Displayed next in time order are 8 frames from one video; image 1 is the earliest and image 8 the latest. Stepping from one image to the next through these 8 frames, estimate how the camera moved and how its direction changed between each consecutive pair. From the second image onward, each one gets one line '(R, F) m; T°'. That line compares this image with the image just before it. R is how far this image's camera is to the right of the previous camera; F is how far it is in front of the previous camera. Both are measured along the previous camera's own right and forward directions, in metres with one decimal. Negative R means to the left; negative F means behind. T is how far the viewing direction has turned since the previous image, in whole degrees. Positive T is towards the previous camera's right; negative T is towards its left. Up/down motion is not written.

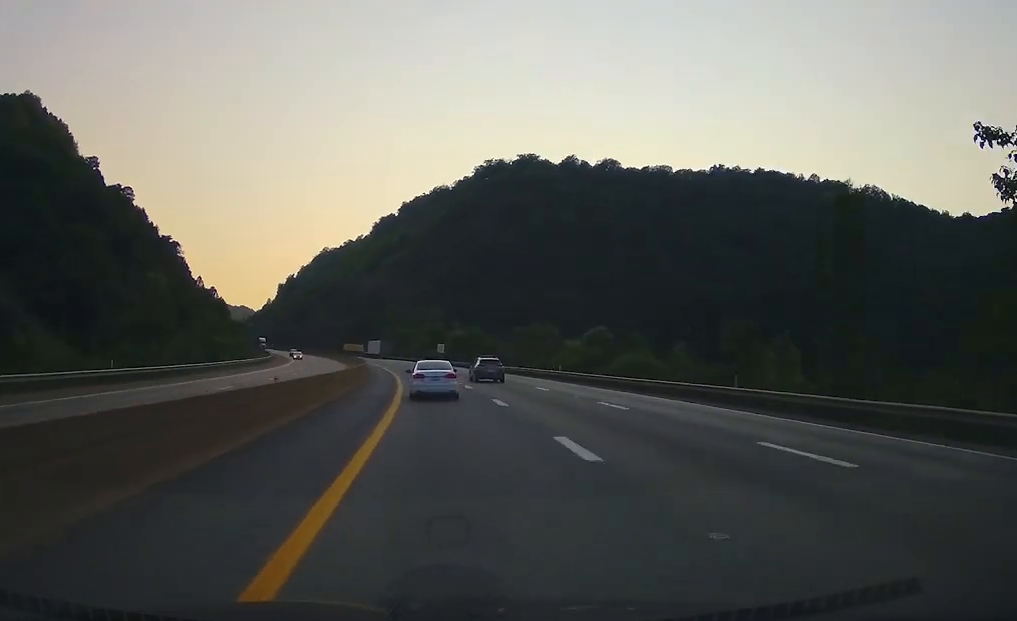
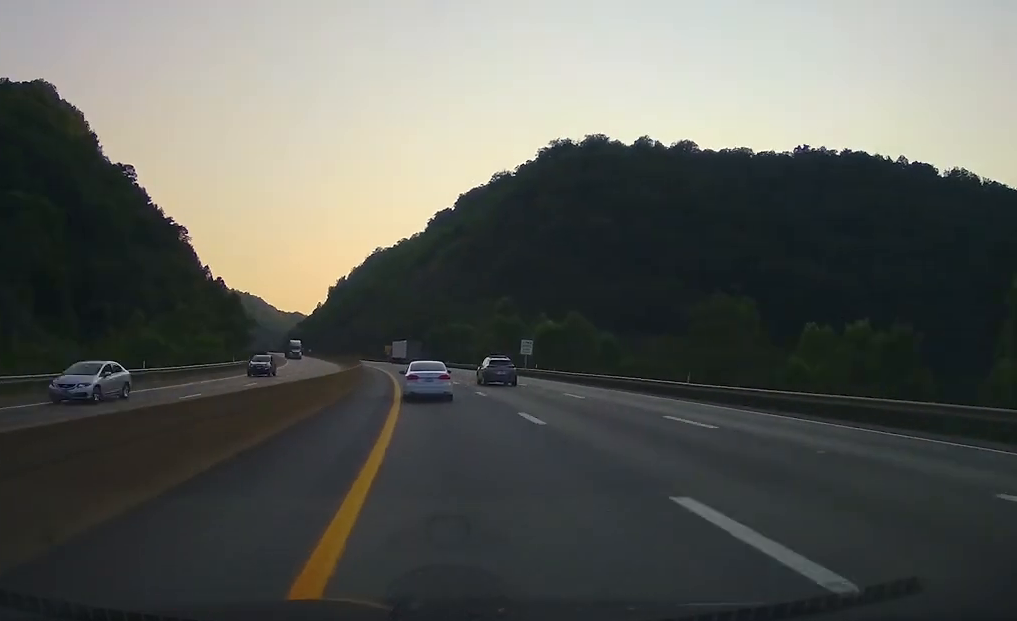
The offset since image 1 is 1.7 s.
(-2.9, +36.9) m; -4°
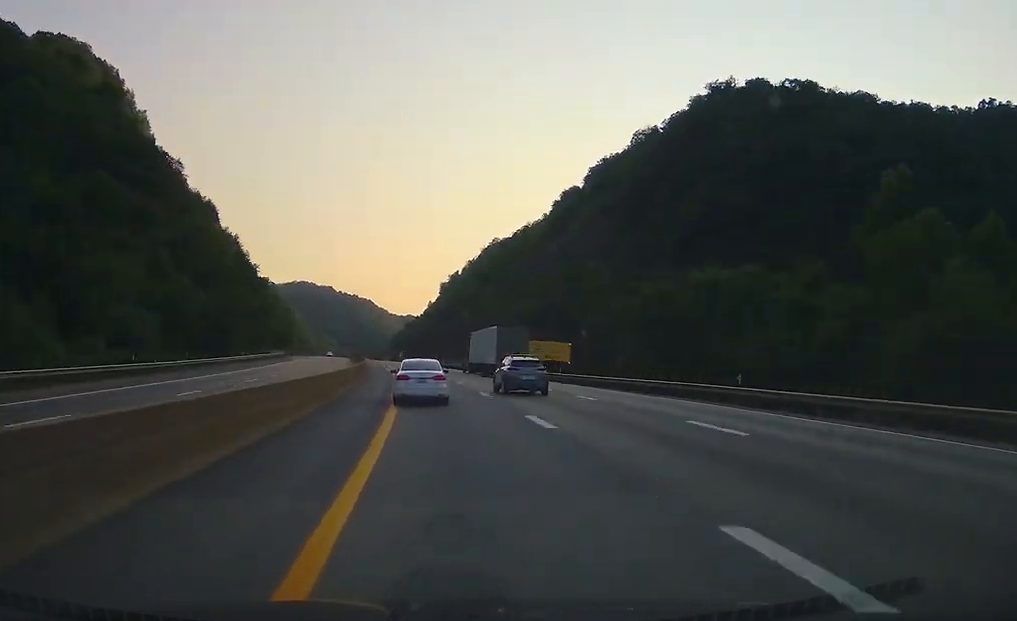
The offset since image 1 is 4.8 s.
(-4.3, +72.5) m; -4°
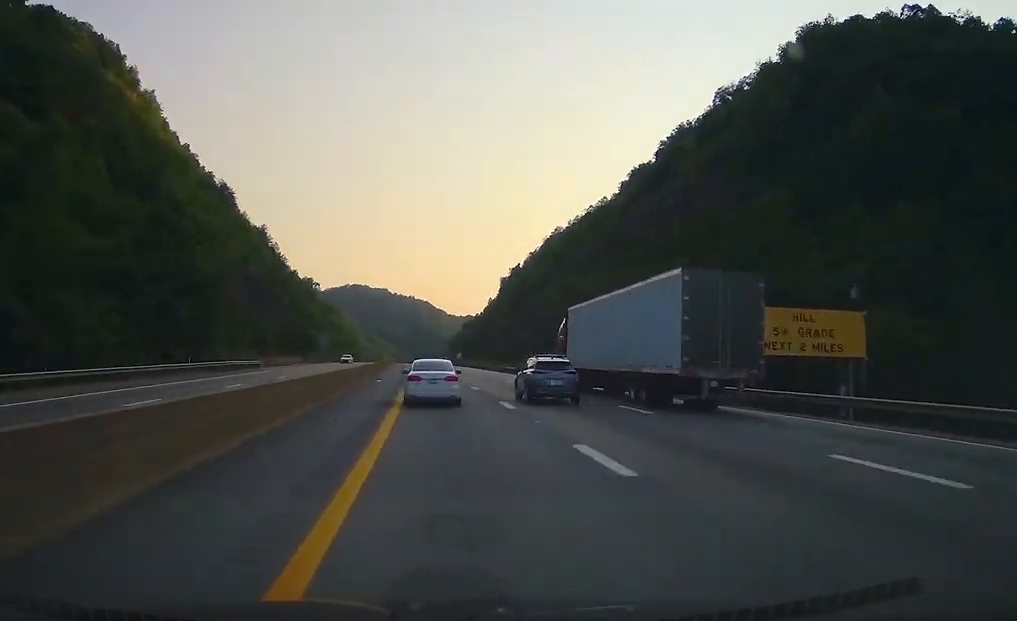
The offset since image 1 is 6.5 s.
(-0.4, +43.5) m; -1°
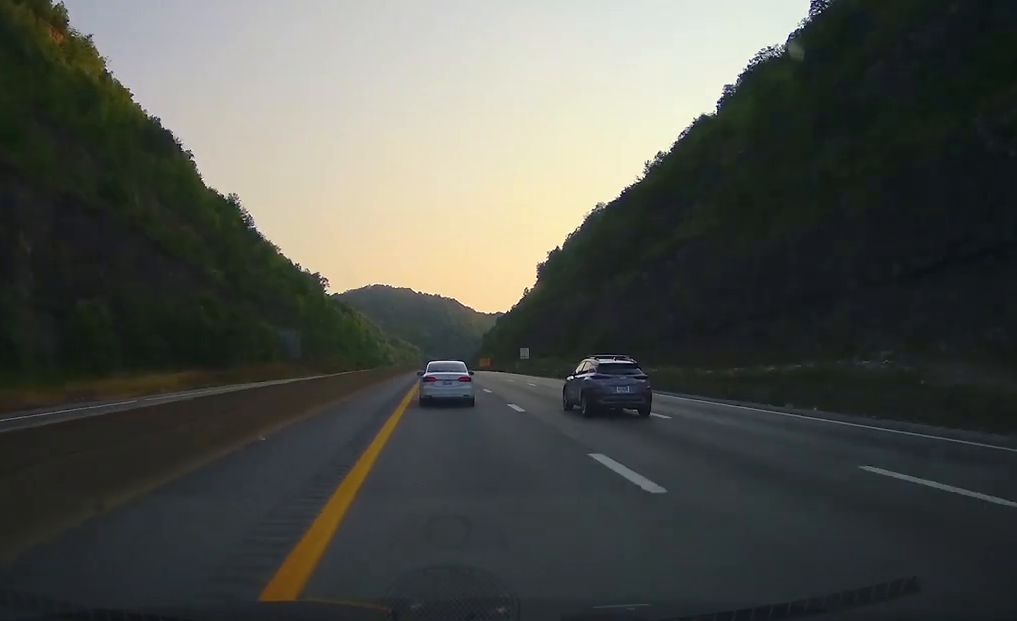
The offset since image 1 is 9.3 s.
(-1.5, +74.4) m; -1°
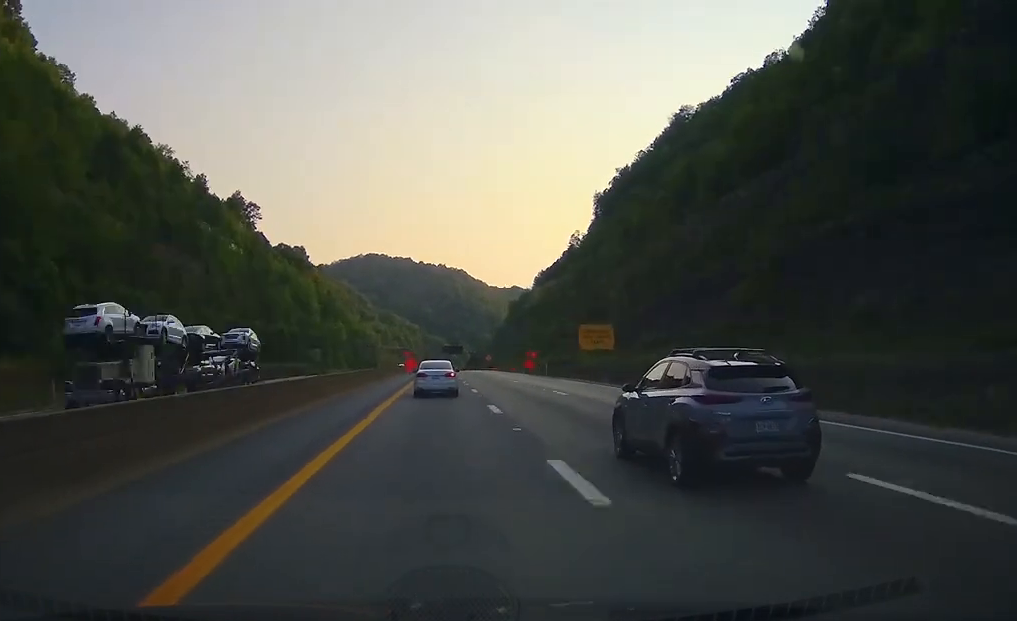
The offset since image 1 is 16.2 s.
(-1.3, +187.1) m; 0°
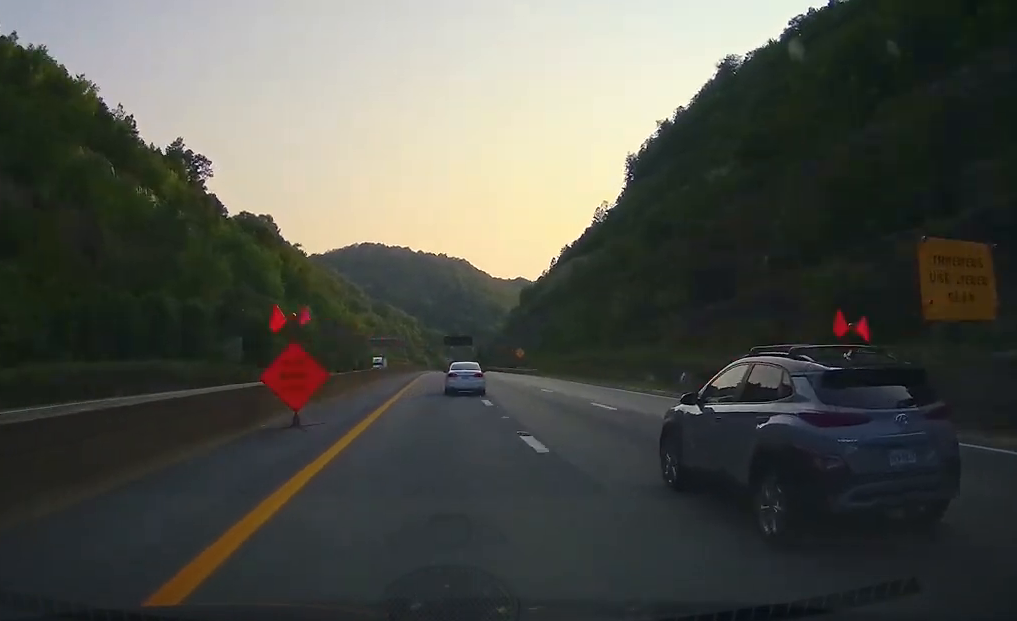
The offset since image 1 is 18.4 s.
(-0.1, +63.0) m; 0°
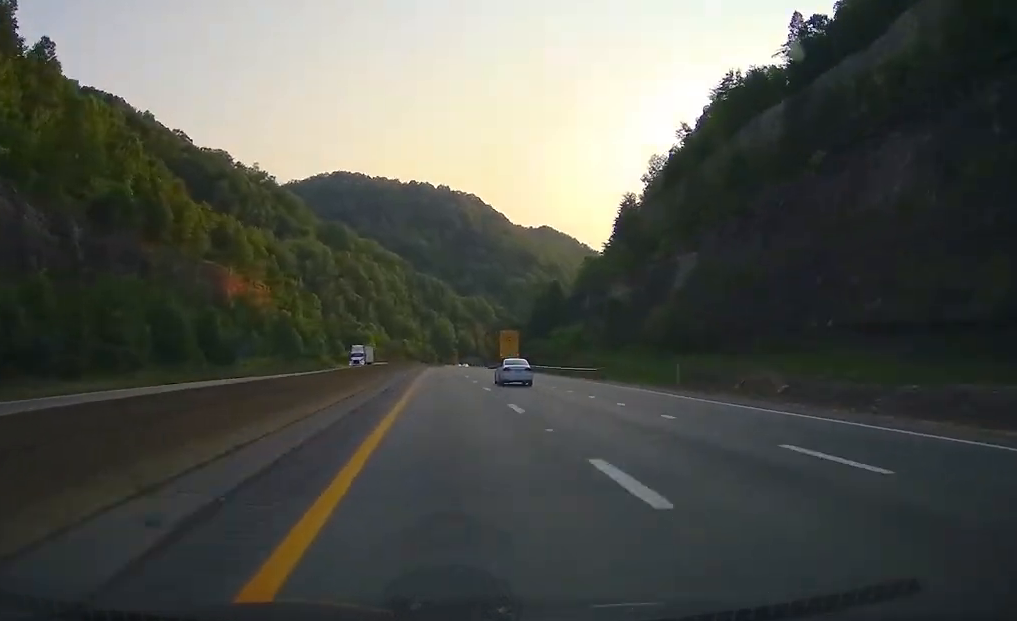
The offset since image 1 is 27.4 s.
(-0.1, +235.3) m; +1°
